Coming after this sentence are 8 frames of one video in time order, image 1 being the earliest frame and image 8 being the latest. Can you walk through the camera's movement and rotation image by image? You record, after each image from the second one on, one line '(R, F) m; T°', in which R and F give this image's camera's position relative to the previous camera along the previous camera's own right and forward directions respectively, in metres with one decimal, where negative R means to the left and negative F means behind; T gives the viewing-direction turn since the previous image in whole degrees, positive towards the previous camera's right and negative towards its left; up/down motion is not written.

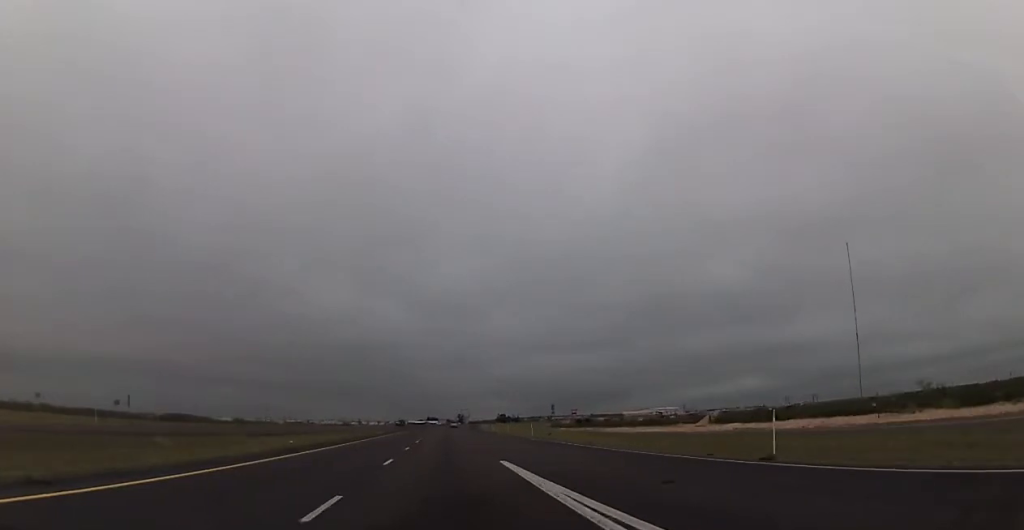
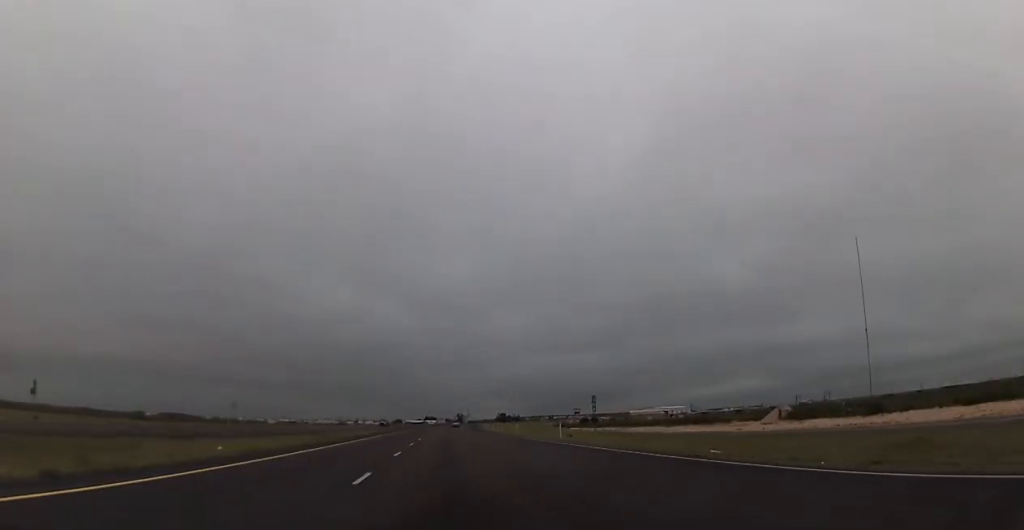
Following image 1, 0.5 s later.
(0.0, +19.1) m; 0°
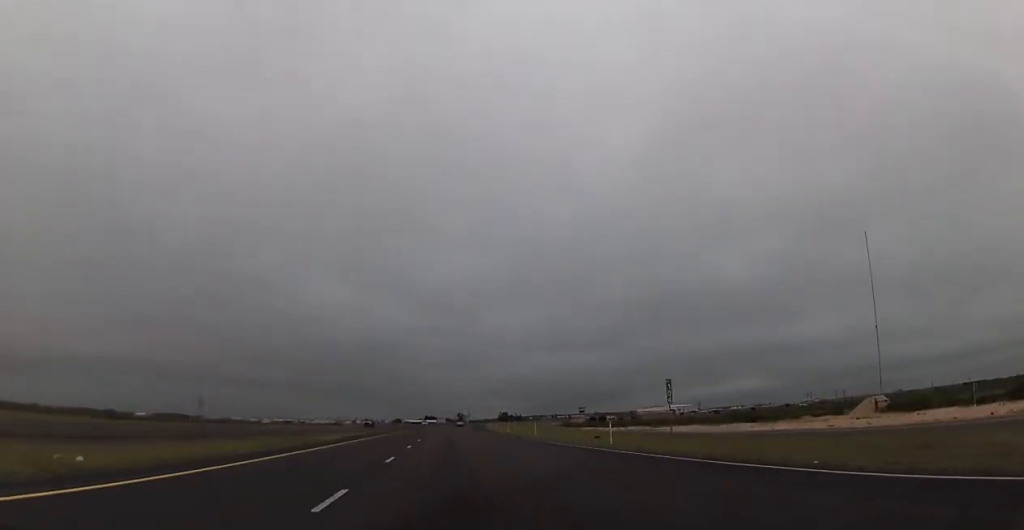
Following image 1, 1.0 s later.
(-0.1, +16.7) m; +1°
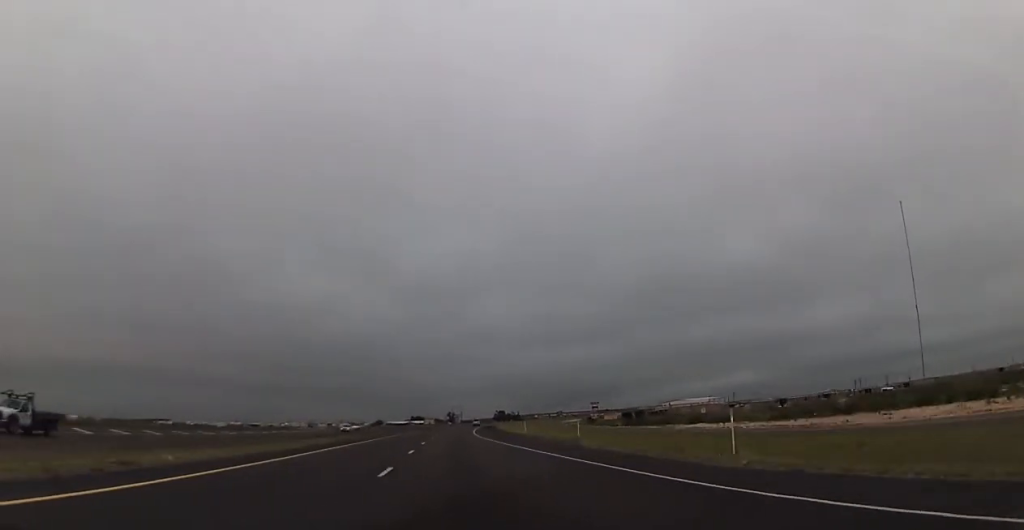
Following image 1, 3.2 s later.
(+0.7, +78.8) m; 0°
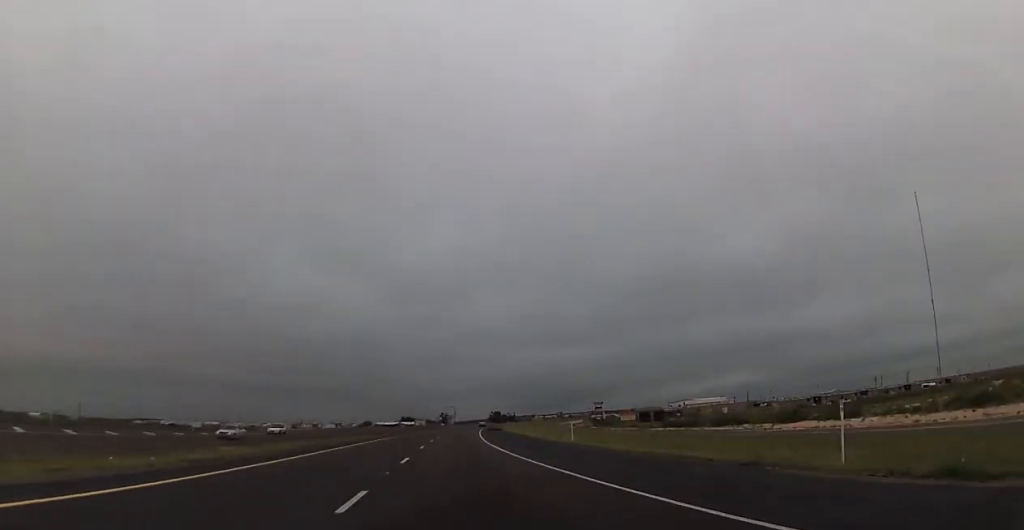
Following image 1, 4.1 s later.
(+0.1, +31.0) m; +1°
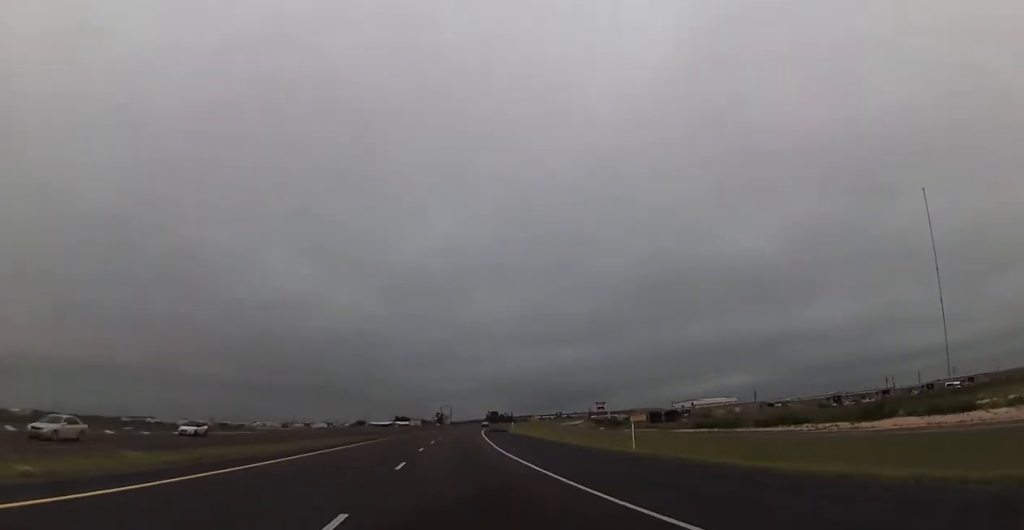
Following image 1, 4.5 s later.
(+0.1, +15.5) m; 0°
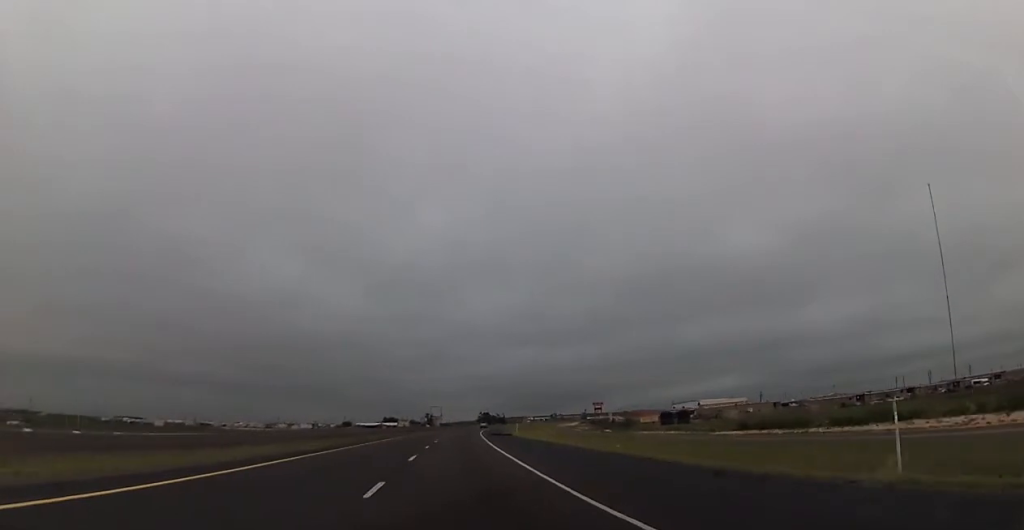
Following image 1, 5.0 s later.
(+0.1, +19.0) m; 0°
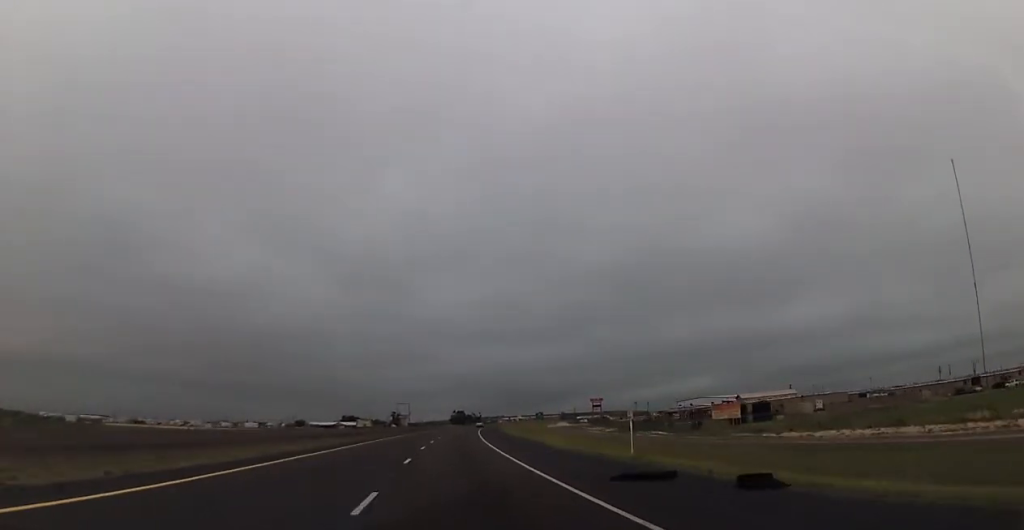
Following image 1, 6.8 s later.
(+1.0, +62.8) m; +3°
